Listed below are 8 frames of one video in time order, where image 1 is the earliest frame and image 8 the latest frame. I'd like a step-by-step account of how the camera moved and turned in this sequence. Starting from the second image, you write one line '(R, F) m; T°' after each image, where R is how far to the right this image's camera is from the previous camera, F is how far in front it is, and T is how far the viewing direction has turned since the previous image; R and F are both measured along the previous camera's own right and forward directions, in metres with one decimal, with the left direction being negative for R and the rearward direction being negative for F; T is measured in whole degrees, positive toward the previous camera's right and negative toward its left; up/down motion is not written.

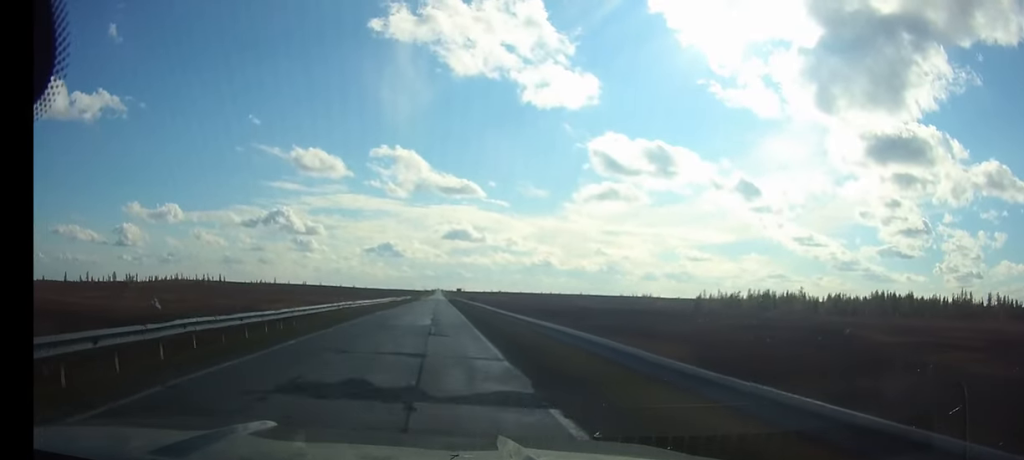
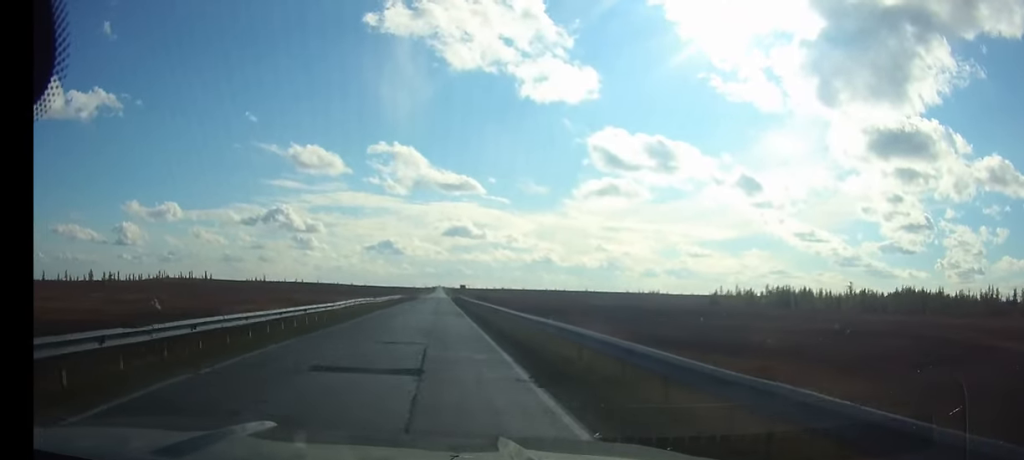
(0.0, +28.0) m; 0°
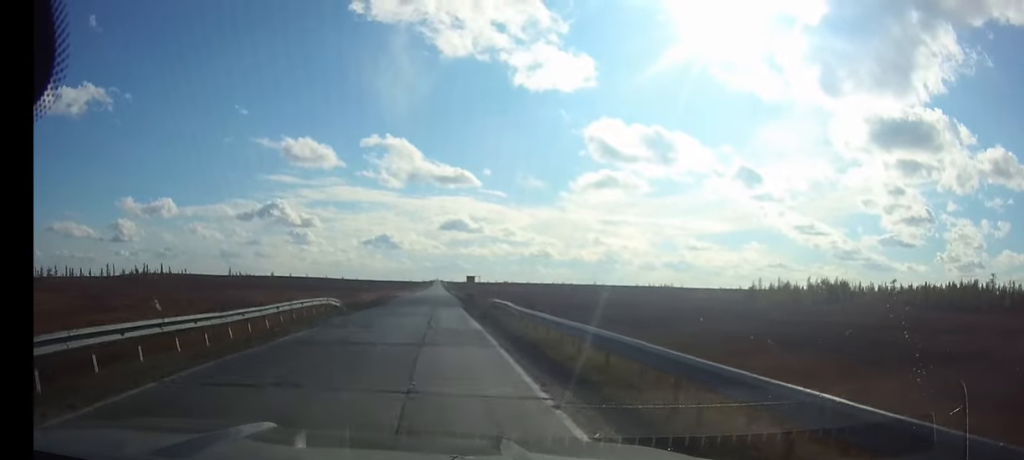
(+0.1, +57.8) m; 0°
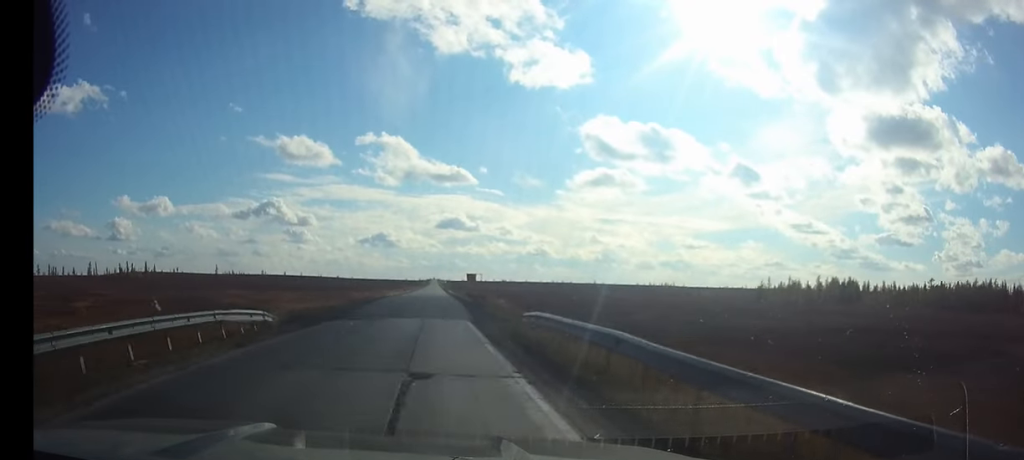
(0.0, +16.8) m; 0°
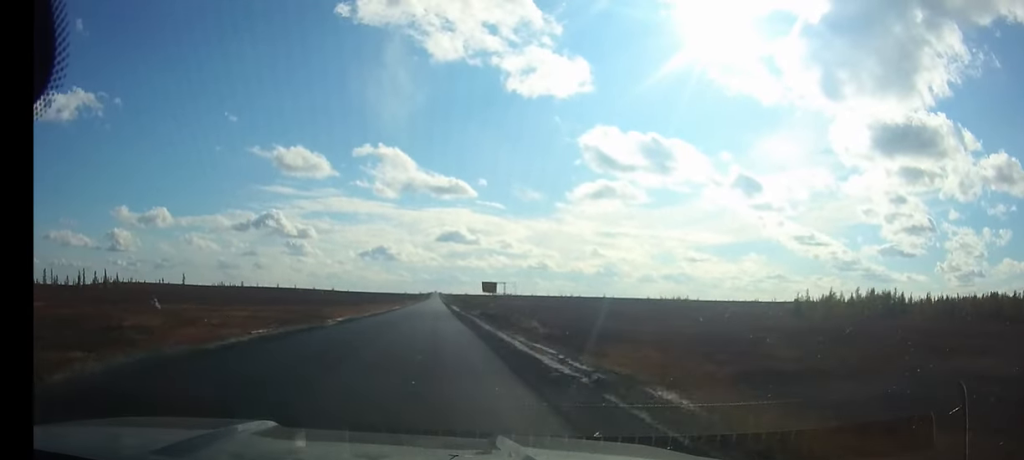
(-0.1, +47.9) m; 0°
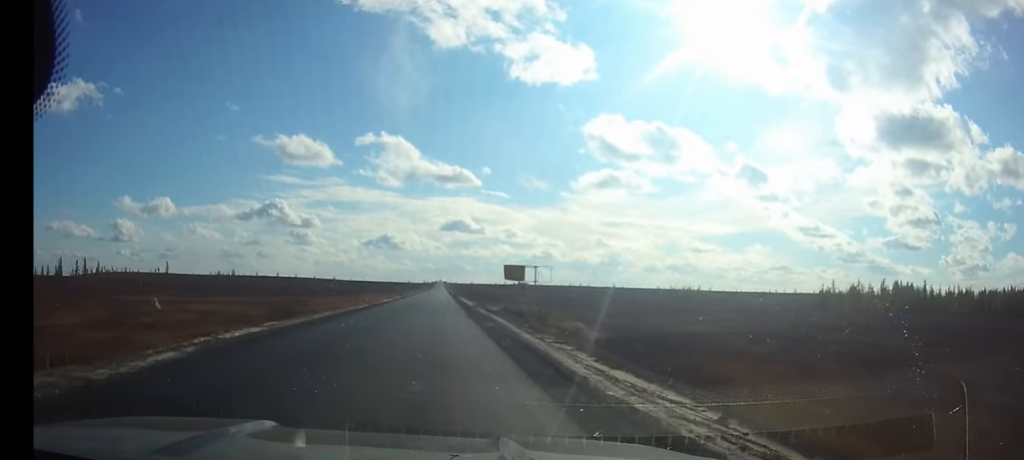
(-0.1, +24.9) m; 0°
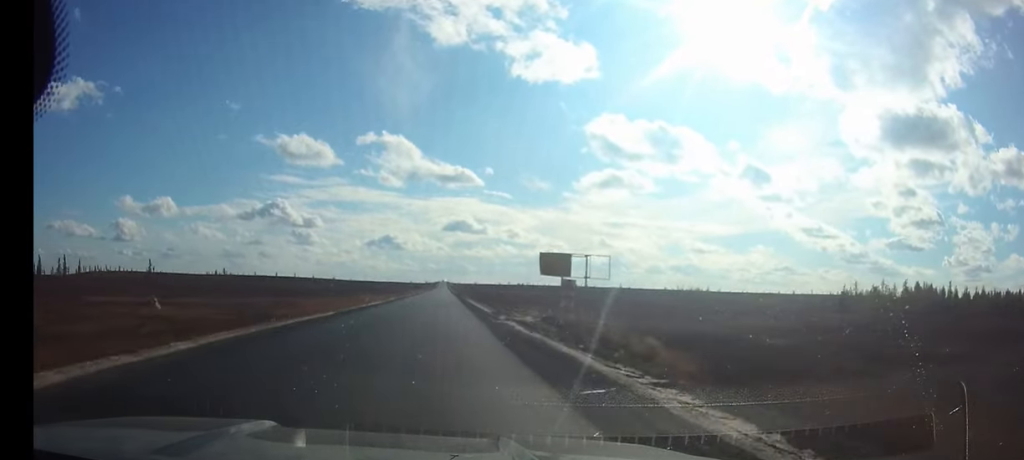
(0.0, +19.5) m; 0°
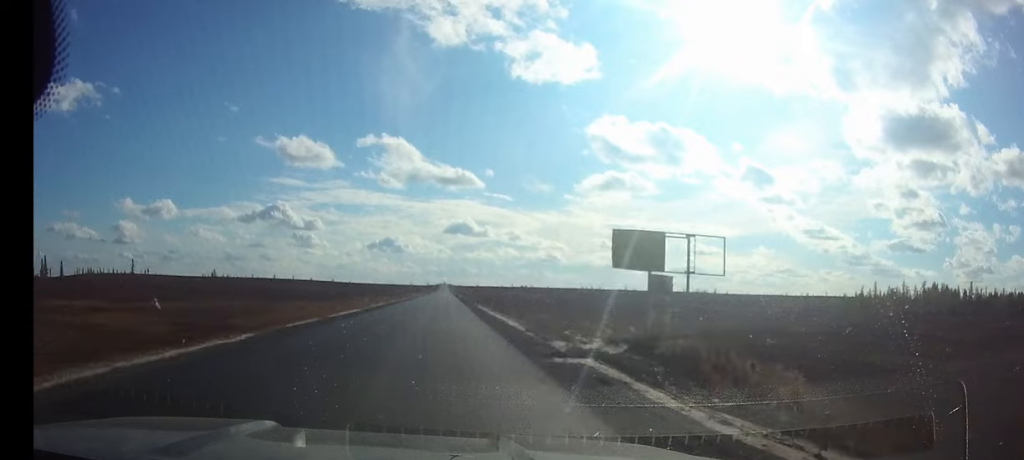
(0.0, +16.3) m; 0°
